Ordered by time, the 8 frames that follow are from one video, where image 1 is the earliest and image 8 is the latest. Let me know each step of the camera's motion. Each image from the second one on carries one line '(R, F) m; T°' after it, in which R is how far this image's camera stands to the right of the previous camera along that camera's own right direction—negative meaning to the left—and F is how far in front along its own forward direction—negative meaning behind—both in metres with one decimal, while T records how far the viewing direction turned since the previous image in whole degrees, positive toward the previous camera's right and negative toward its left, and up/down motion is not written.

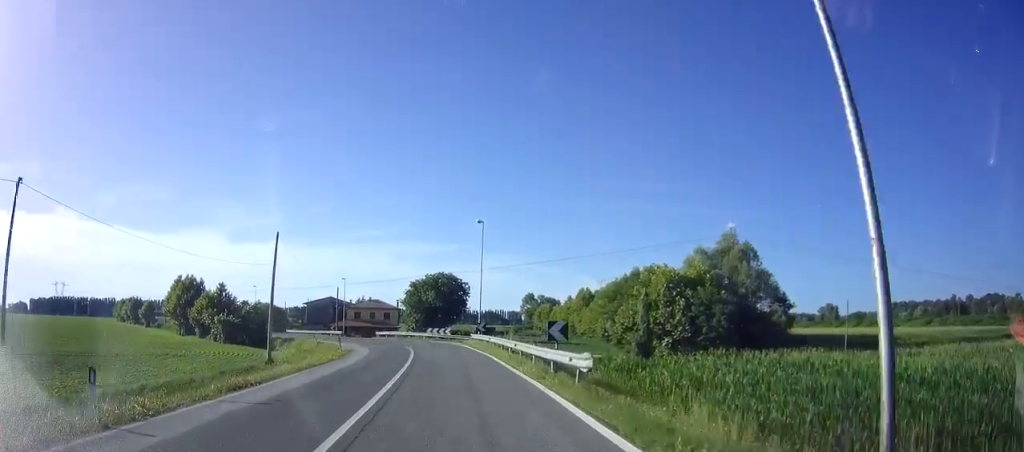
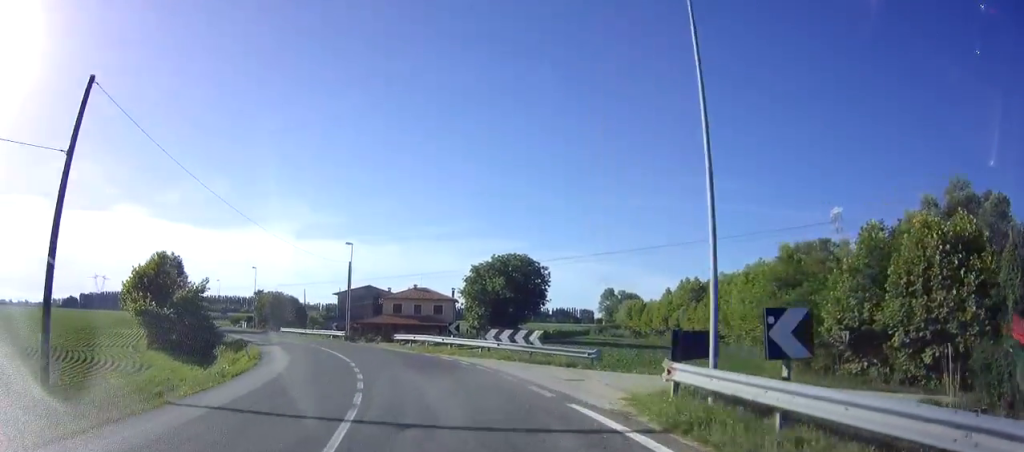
(-2.2, +30.6) m; -12°
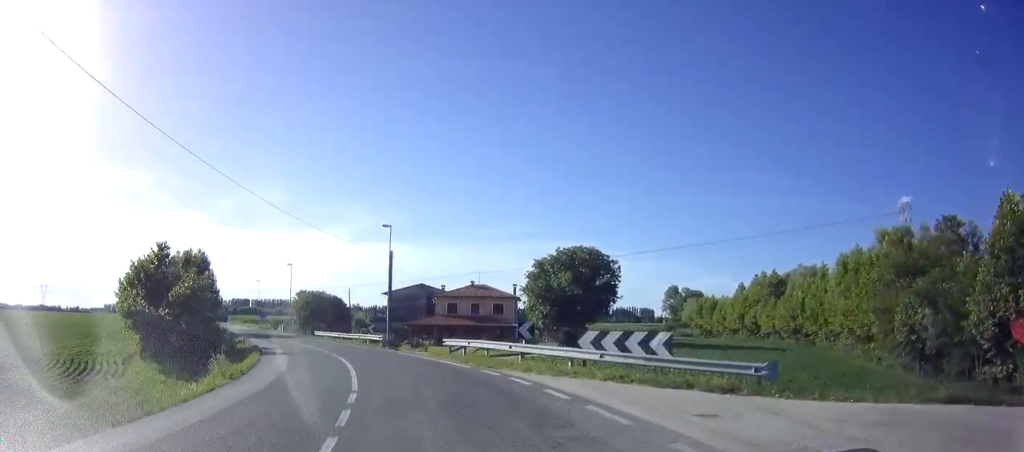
(-0.6, +8.8) m; -6°
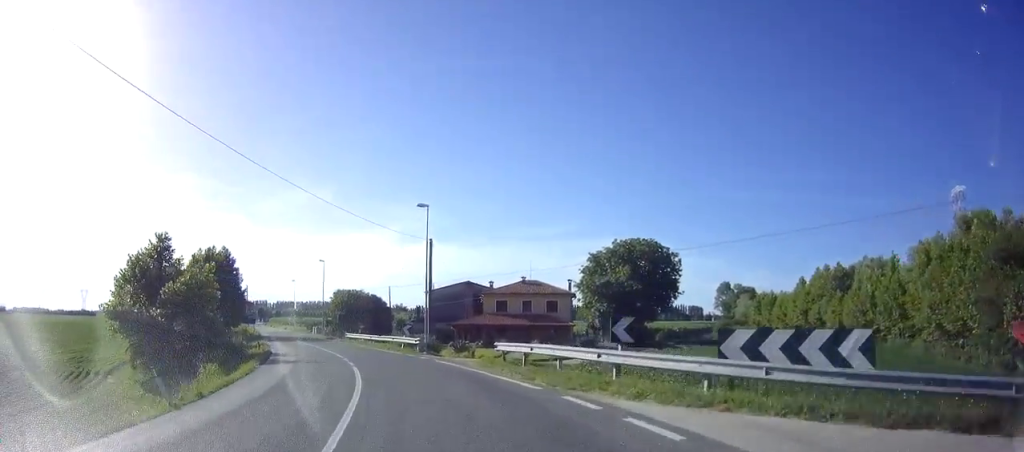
(-0.1, +6.4) m; -4°
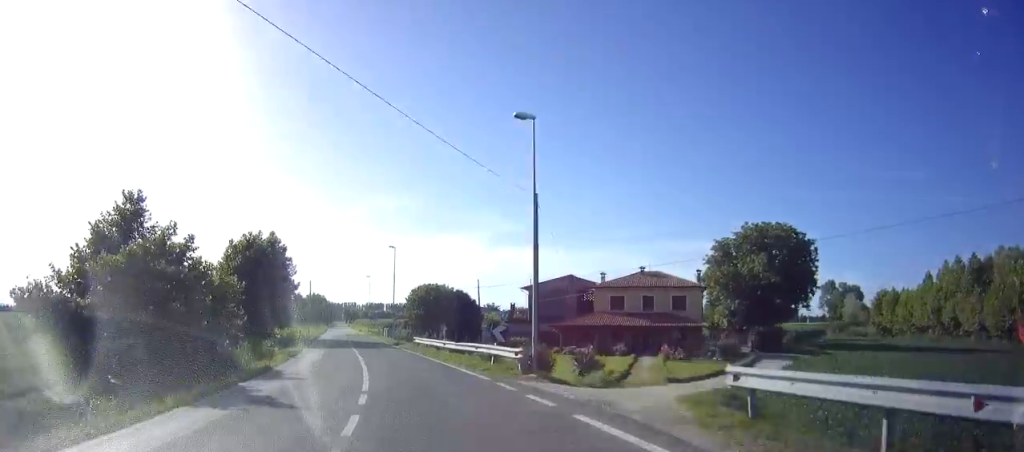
(-1.0, +13.0) m; -9°
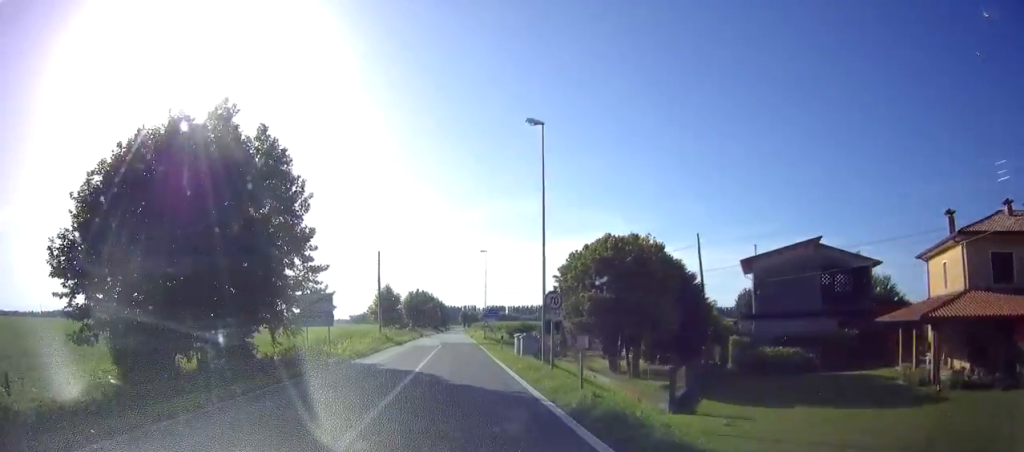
(-4.7, +33.5) m; -11°
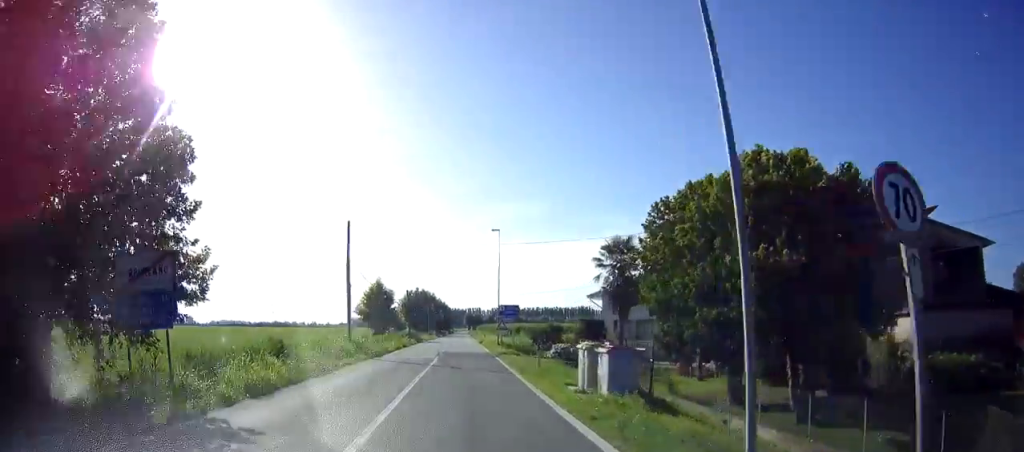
(+0.2, +13.4) m; +1°
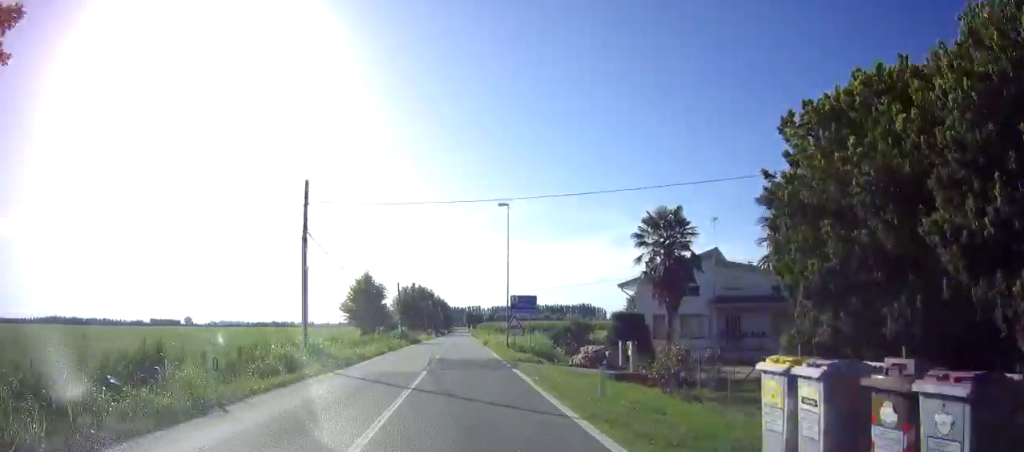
(0.0, +8.5) m; 0°
